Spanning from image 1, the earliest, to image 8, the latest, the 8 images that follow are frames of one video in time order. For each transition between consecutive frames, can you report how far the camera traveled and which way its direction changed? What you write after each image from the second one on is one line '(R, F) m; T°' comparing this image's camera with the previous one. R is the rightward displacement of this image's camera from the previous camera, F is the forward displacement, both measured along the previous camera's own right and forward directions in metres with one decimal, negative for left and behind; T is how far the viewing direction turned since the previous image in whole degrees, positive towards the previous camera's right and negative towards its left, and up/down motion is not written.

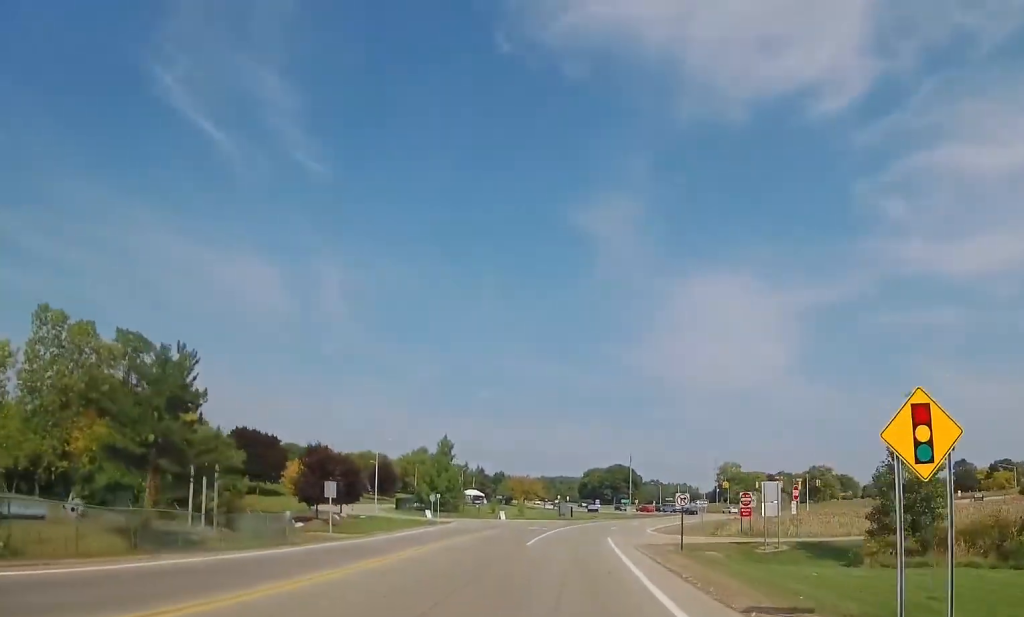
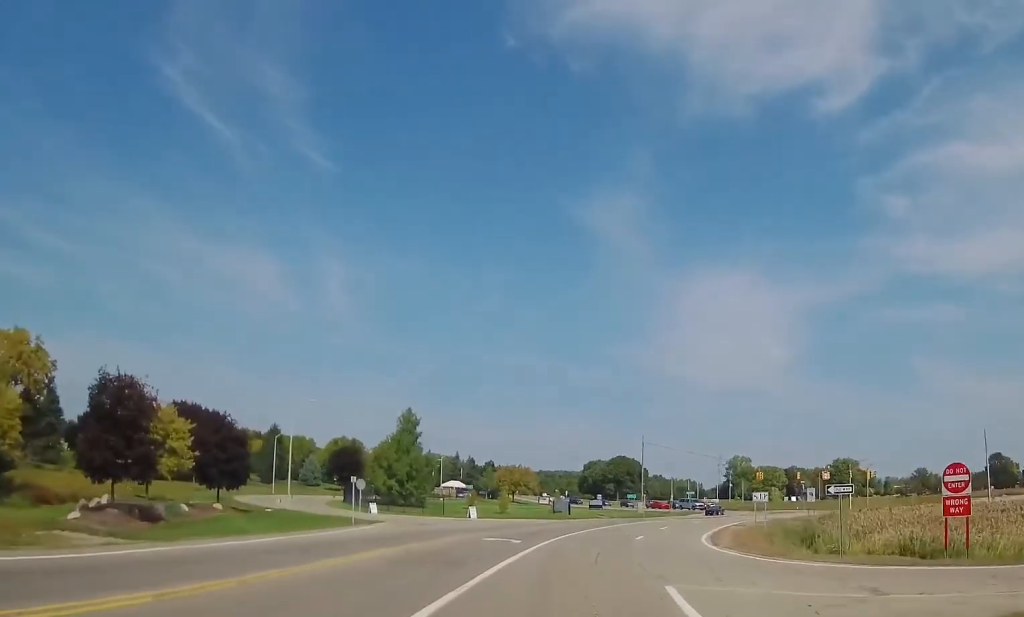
(+0.4, +26.0) m; +2°
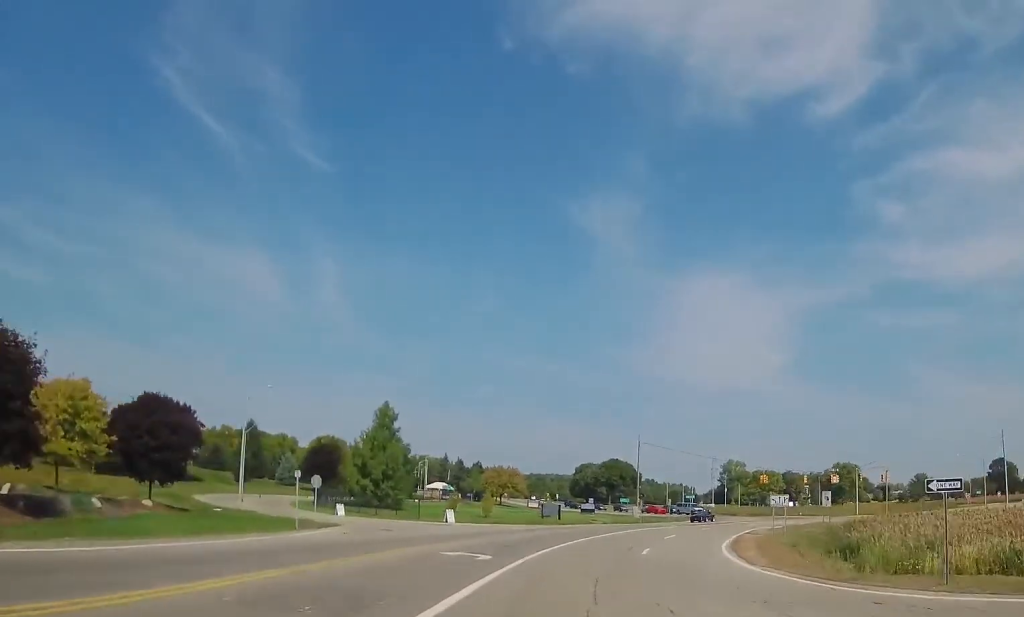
(-0.3, +7.6) m; +1°
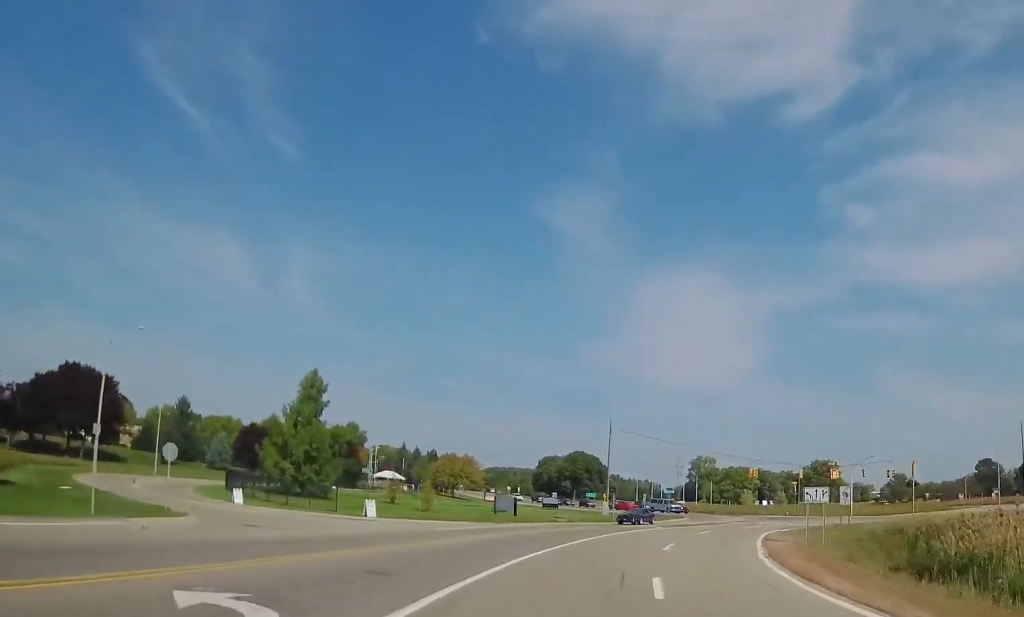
(+0.5, +14.1) m; +3°
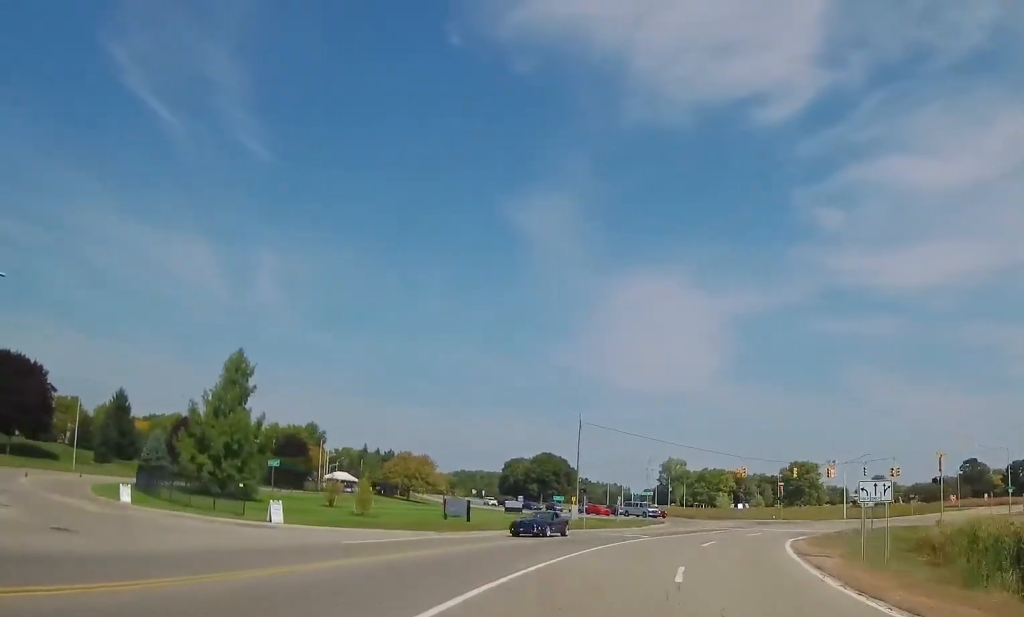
(+0.2, +10.5) m; +3°
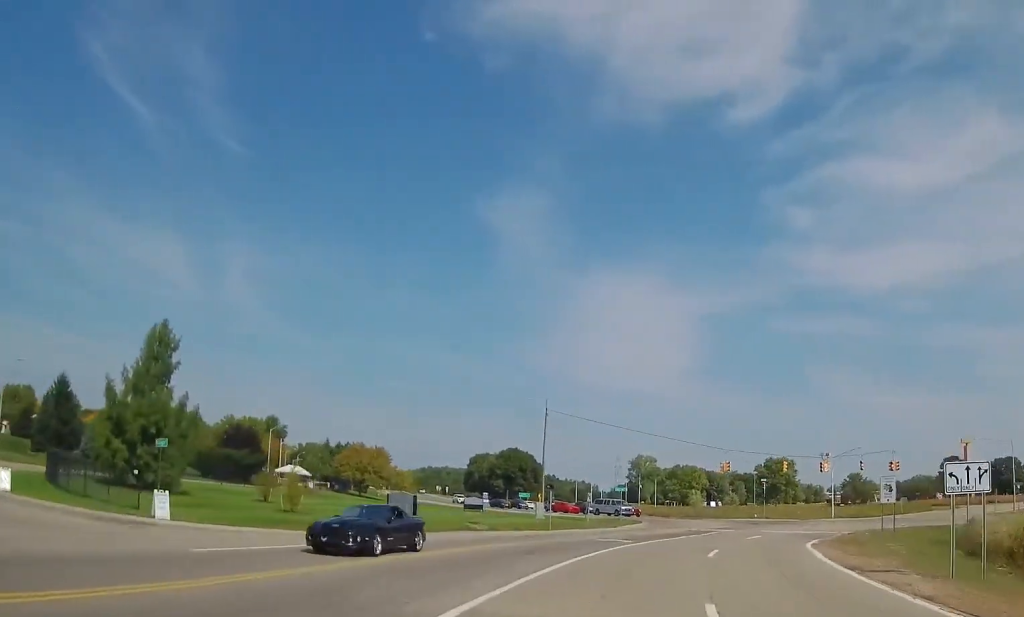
(-0.2, +8.2) m; +3°
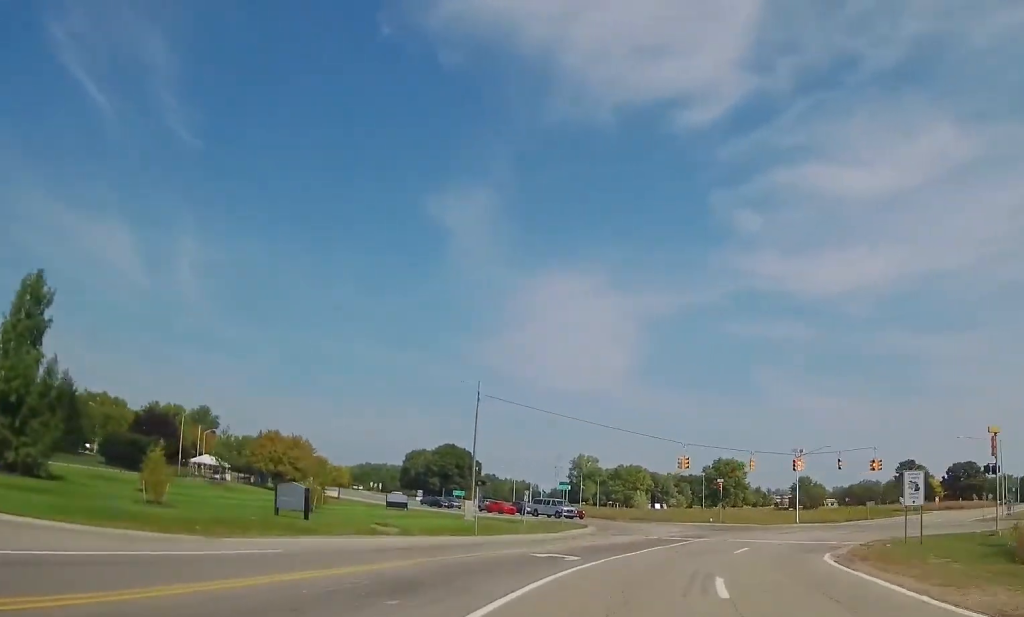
(+0.9, +9.6) m; +5°
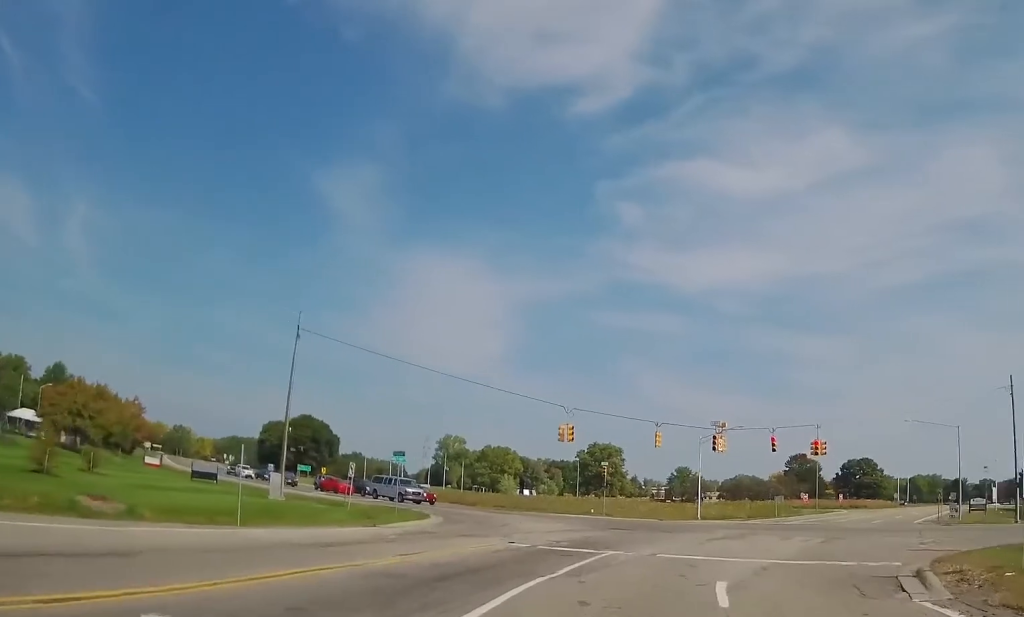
(+1.0, +16.6) m; +9°
